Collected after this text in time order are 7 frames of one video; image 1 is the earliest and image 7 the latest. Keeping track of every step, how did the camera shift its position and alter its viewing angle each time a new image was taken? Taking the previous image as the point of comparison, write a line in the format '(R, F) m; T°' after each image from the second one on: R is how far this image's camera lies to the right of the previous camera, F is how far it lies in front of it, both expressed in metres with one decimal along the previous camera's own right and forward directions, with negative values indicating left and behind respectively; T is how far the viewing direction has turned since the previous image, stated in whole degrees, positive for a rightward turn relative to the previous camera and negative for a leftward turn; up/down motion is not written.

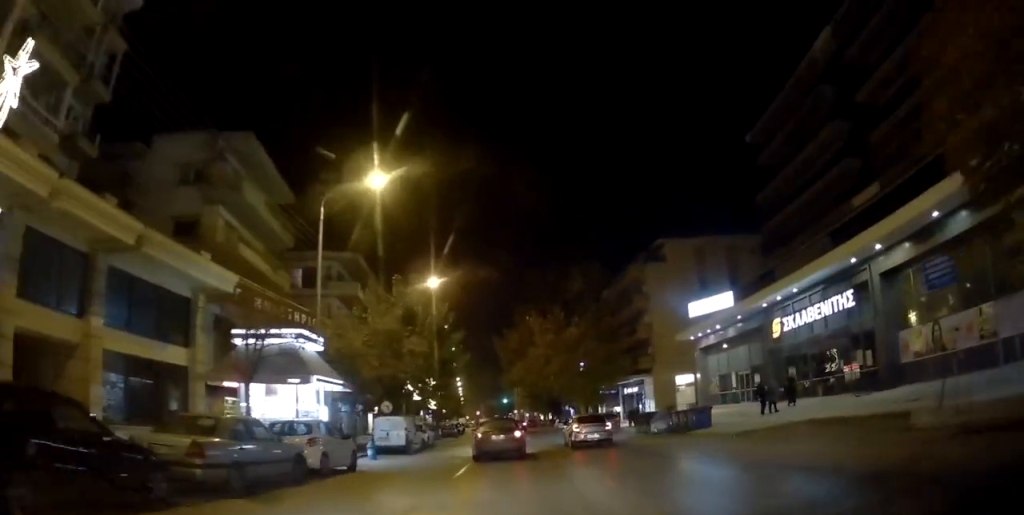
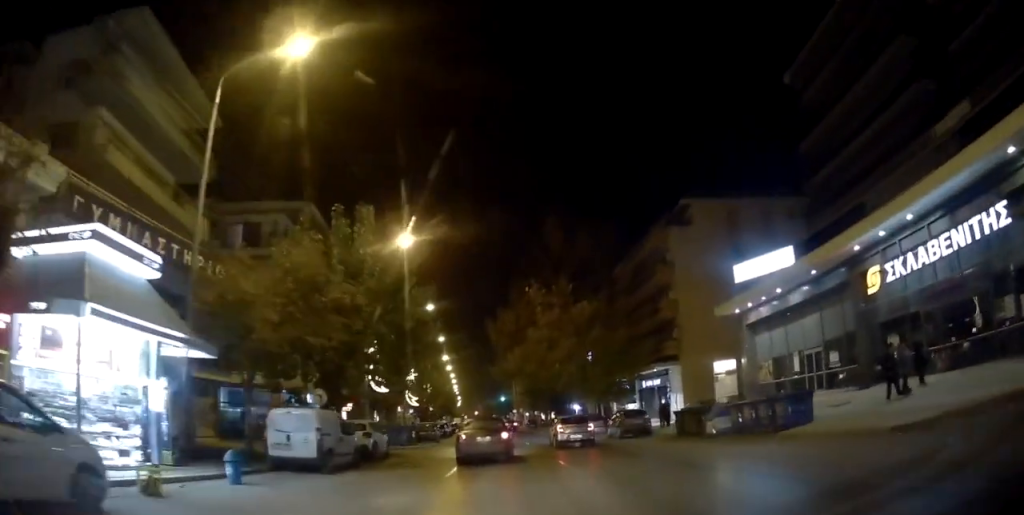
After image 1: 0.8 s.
(-0.1, +10.8) m; -1°
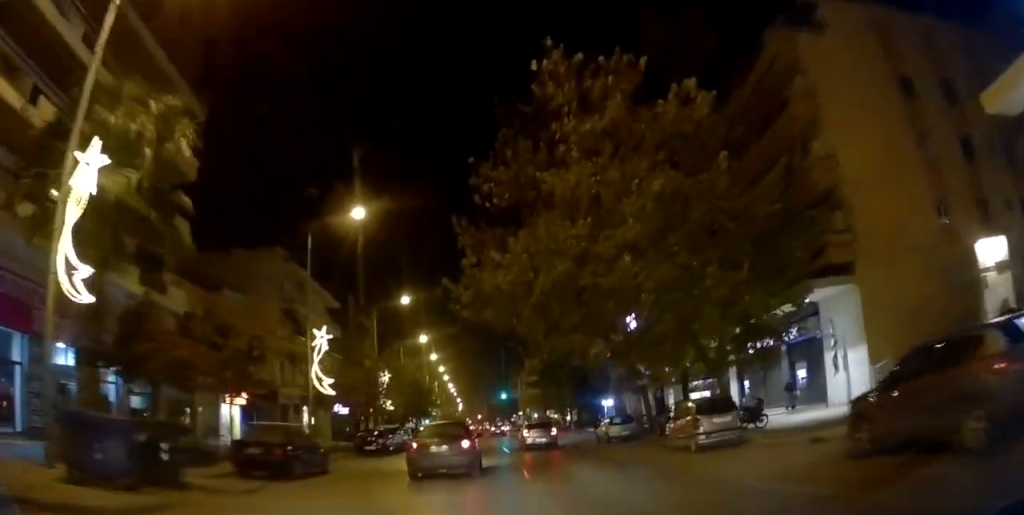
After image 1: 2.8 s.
(+0.6, +26.2) m; +2°
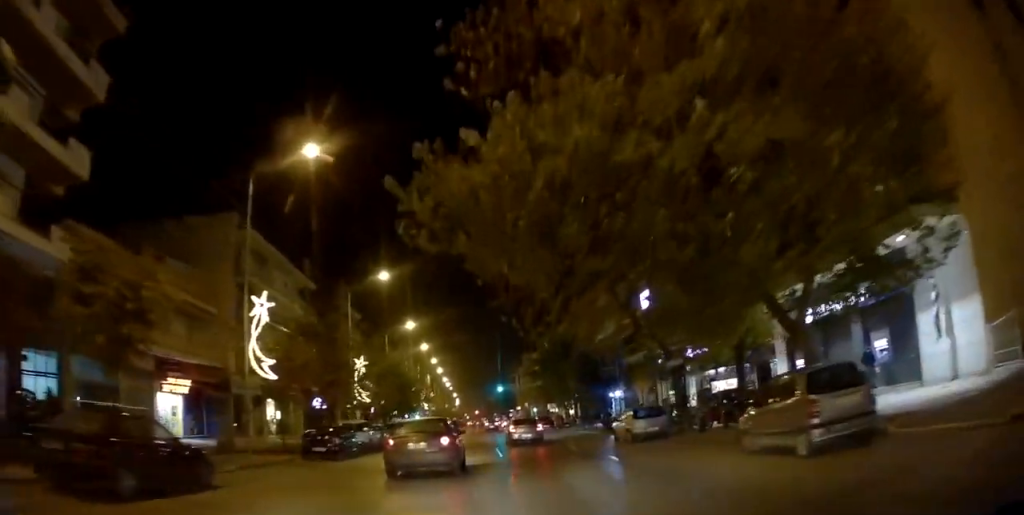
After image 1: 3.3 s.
(+0.1, +7.0) m; 0°
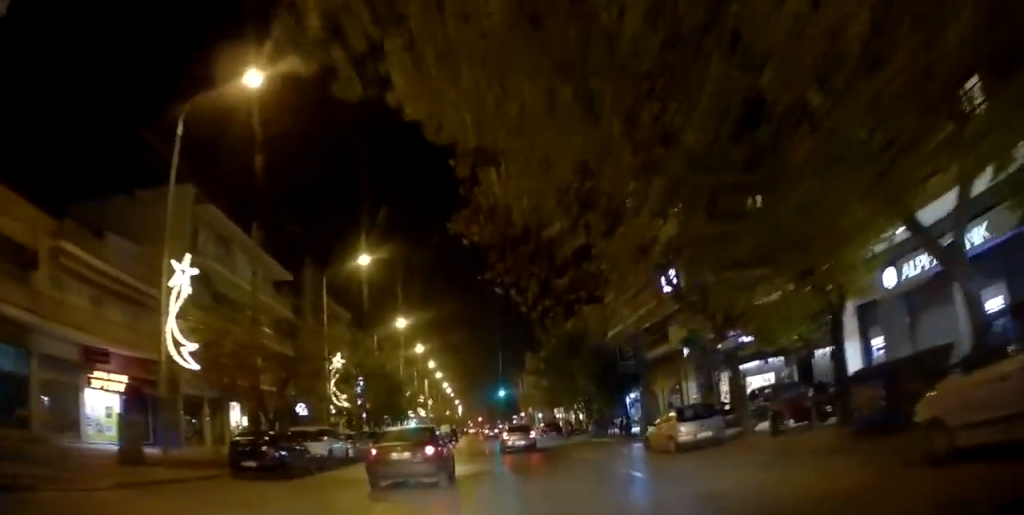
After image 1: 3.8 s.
(-0.3, +6.2) m; -1°
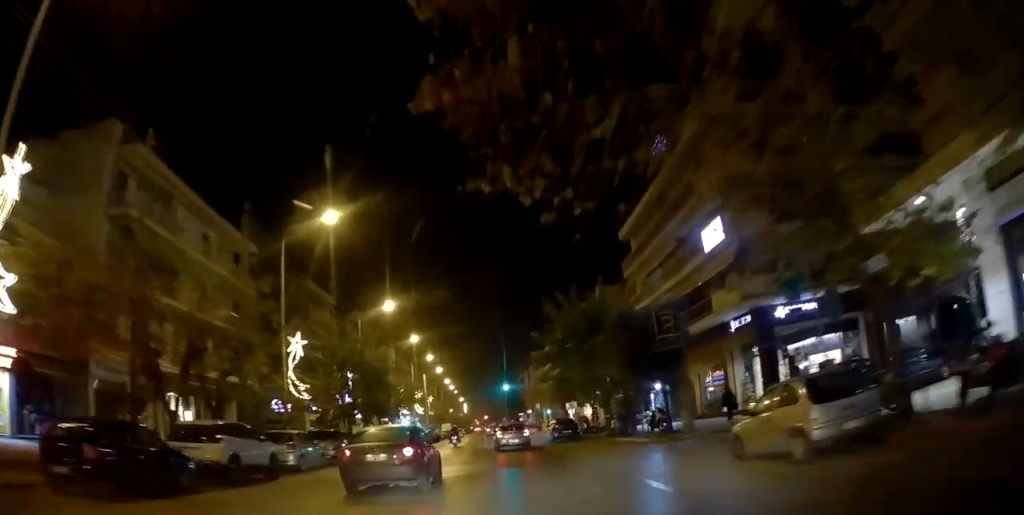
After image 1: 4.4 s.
(-0.1, +7.7) m; 0°
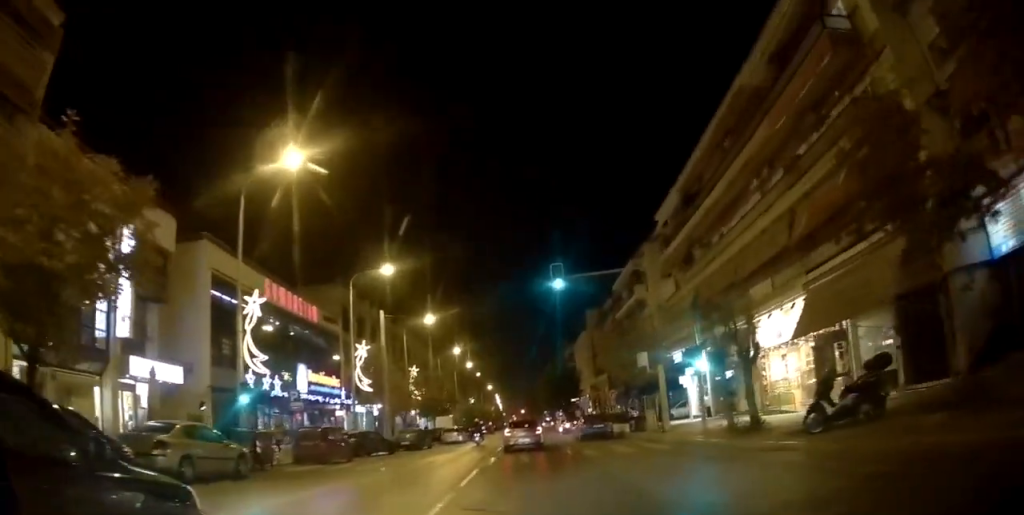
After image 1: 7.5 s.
(-1.5, +47.1) m; -5°
